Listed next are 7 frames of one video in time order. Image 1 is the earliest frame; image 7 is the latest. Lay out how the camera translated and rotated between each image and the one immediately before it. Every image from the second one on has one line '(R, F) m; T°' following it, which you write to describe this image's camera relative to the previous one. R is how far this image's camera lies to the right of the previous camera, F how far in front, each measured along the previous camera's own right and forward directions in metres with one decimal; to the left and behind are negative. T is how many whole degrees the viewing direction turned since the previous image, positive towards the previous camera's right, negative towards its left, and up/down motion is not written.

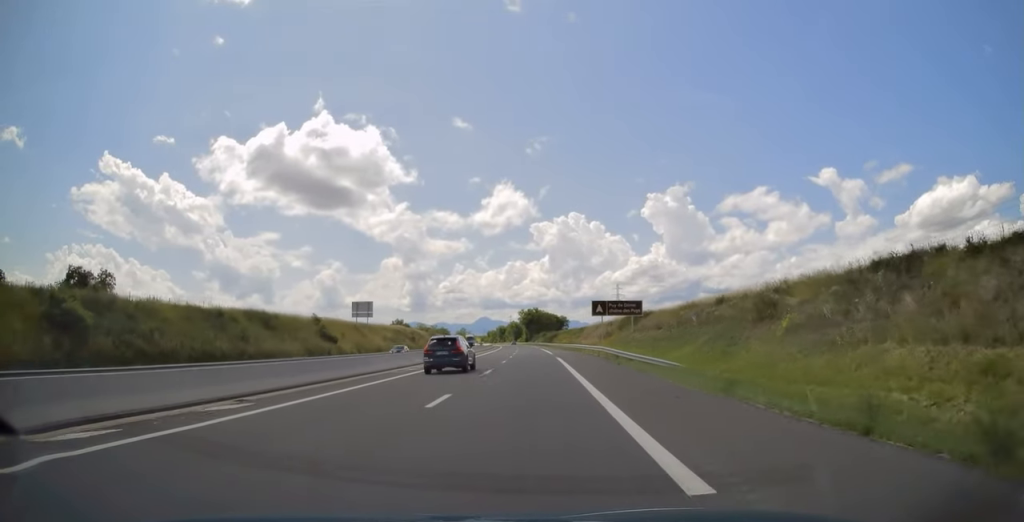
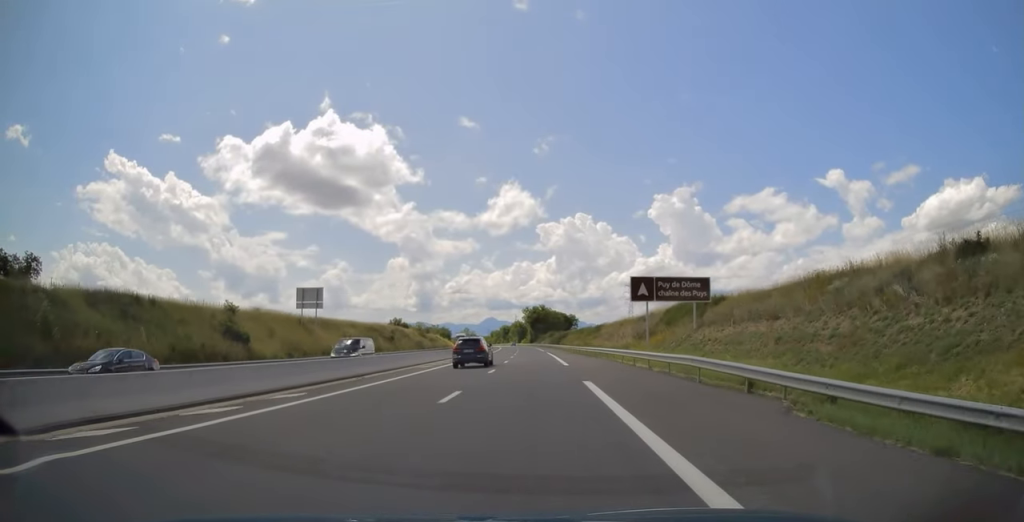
(-0.1, +24.6) m; 0°
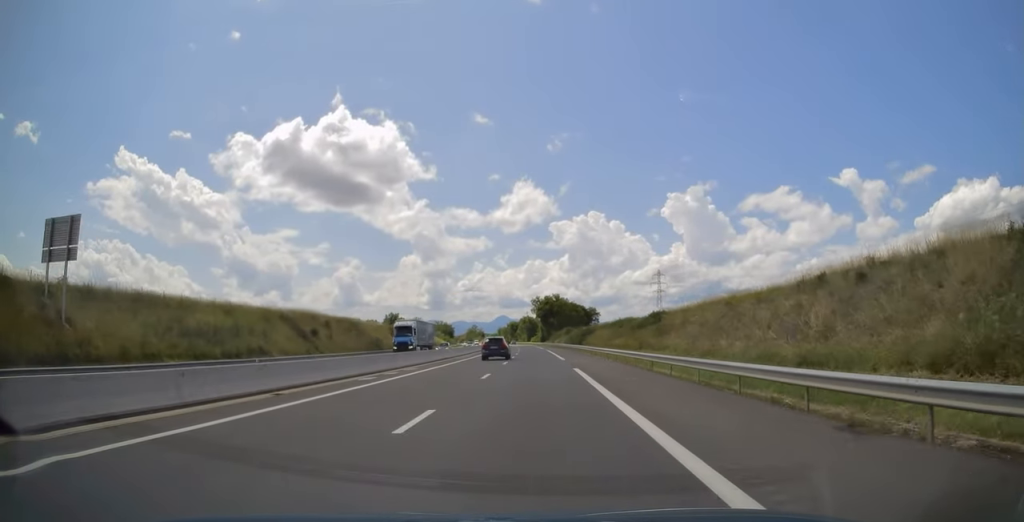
(0.0, +43.5) m; -1°
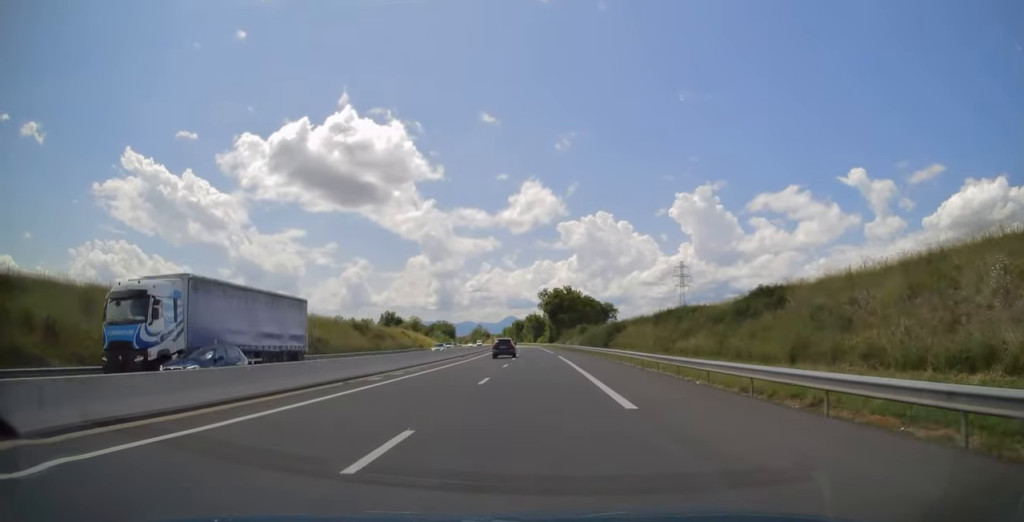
(-0.6, +28.5) m; -1°
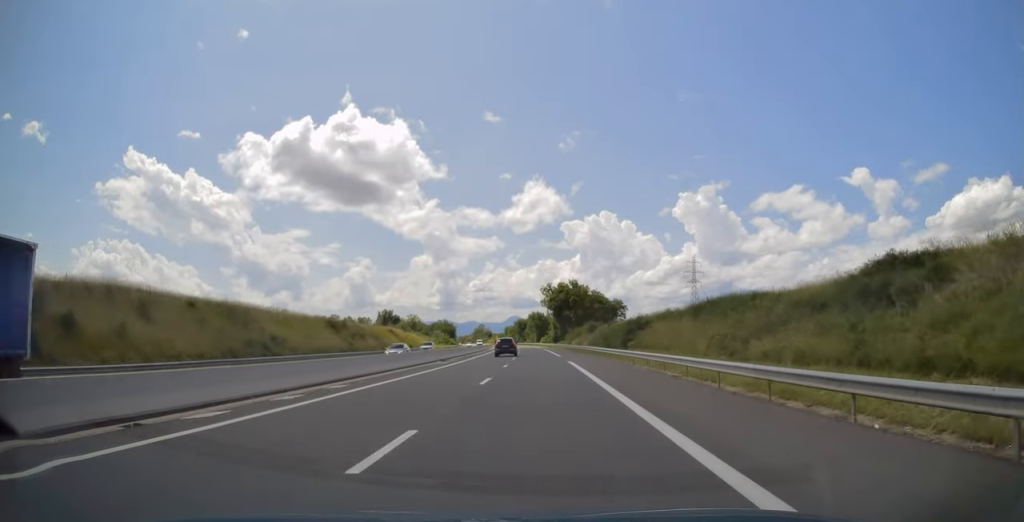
(-0.1, +12.9) m; 0°
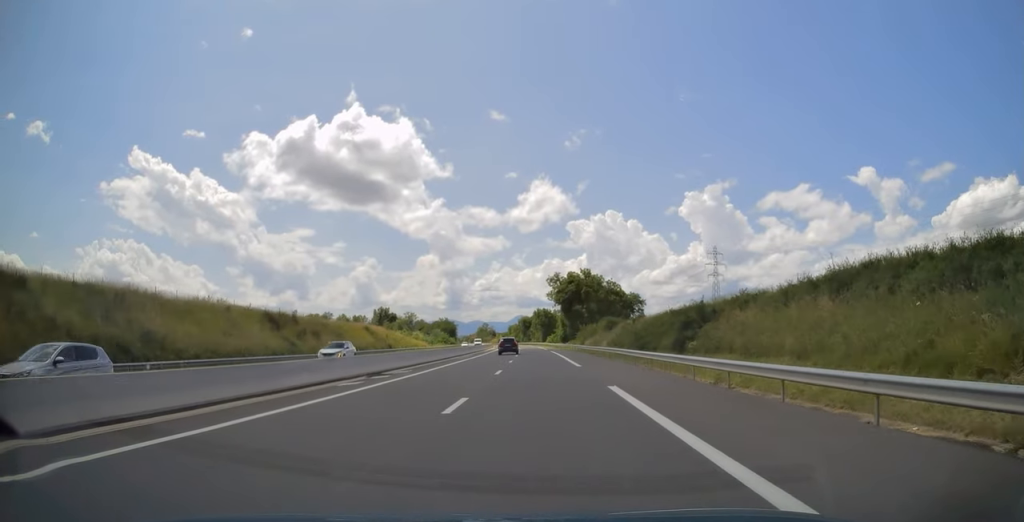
(+0.3, +20.4) m; 0°
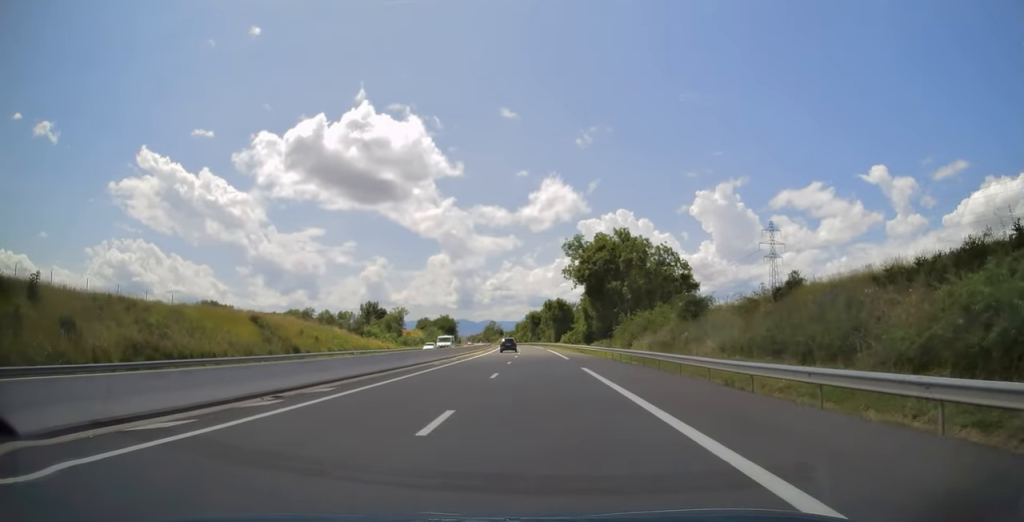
(-0.4, +41.4) m; -2°
